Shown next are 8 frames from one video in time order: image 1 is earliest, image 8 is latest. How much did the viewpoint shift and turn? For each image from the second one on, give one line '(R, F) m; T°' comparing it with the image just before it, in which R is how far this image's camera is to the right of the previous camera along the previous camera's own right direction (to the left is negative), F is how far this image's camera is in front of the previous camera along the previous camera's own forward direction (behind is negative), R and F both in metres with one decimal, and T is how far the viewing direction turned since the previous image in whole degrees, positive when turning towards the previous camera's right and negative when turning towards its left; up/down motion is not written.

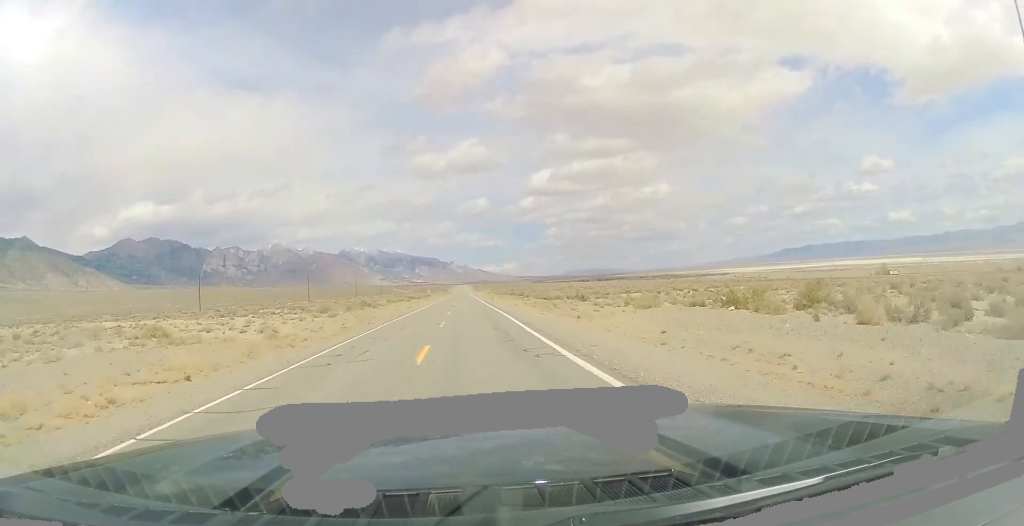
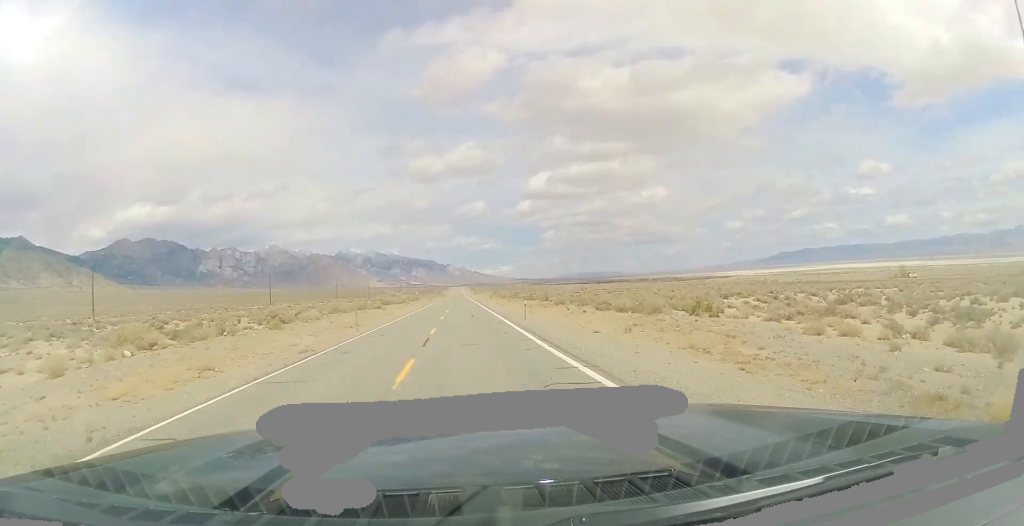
(+0.4, +39.5) m; +1°
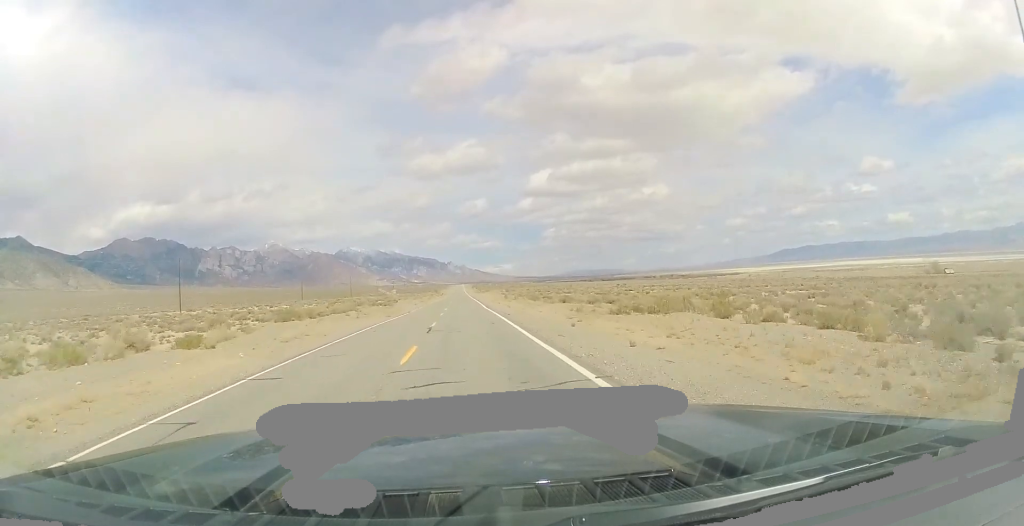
(-0.2, +58.3) m; -1°
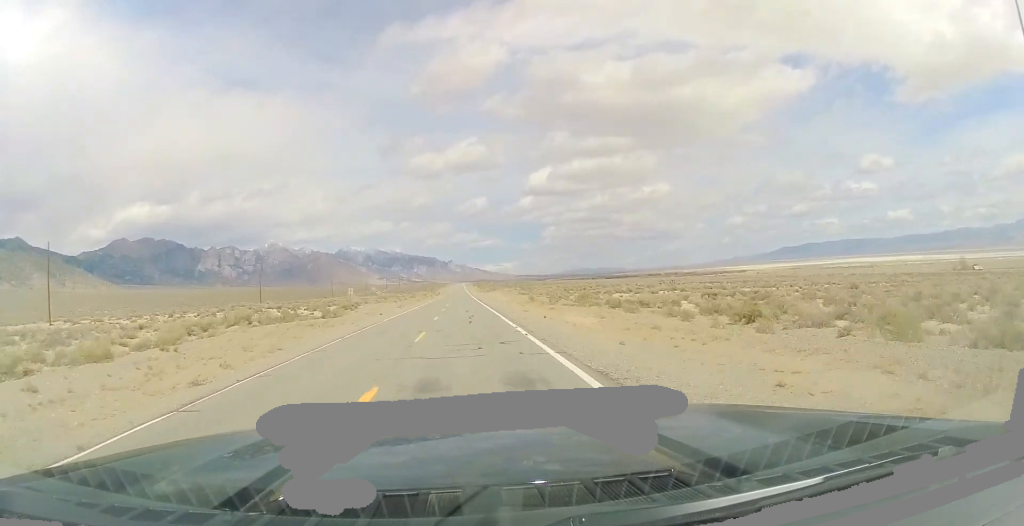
(-0.1, +43.4) m; 0°
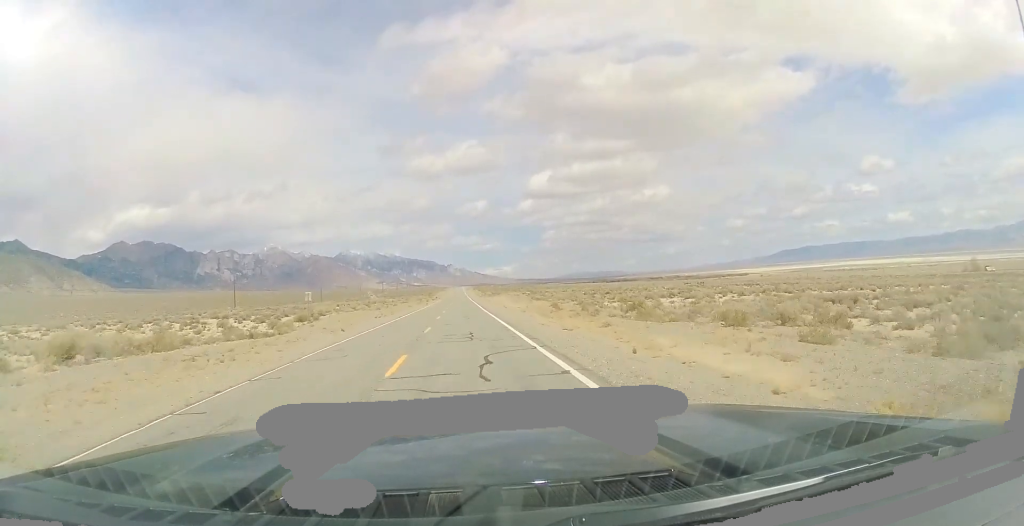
(0.0, +18.8) m; 0°
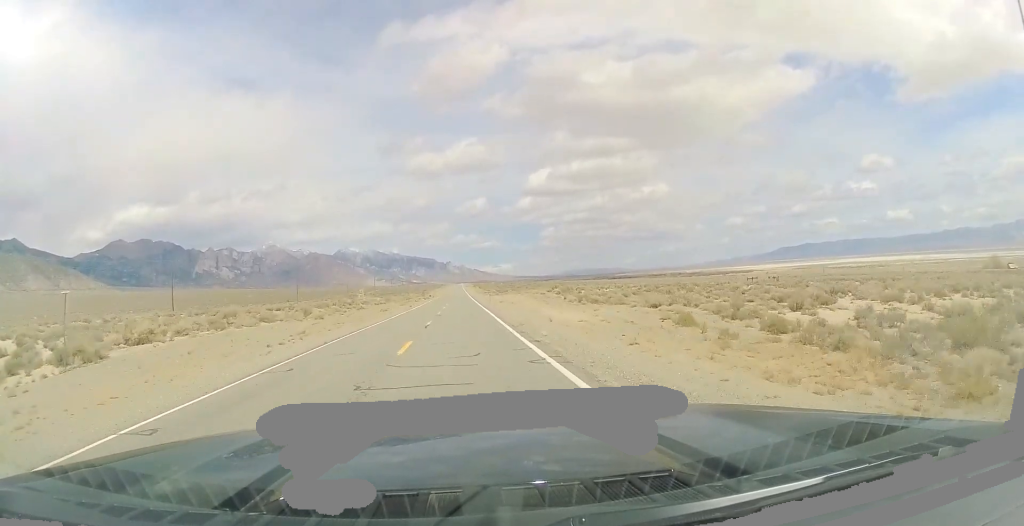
(0.0, +33.0) m; 0°
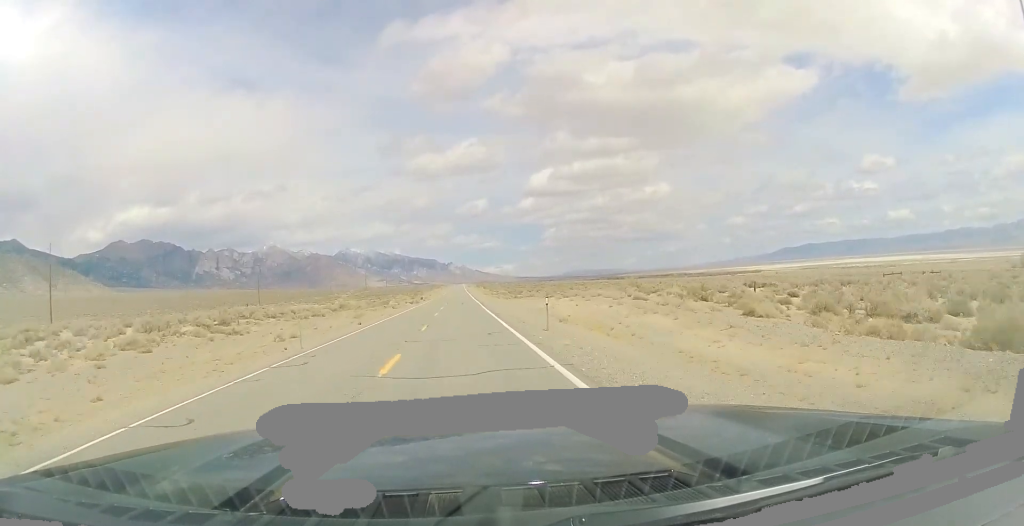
(0.0, +40.2) m; 0°
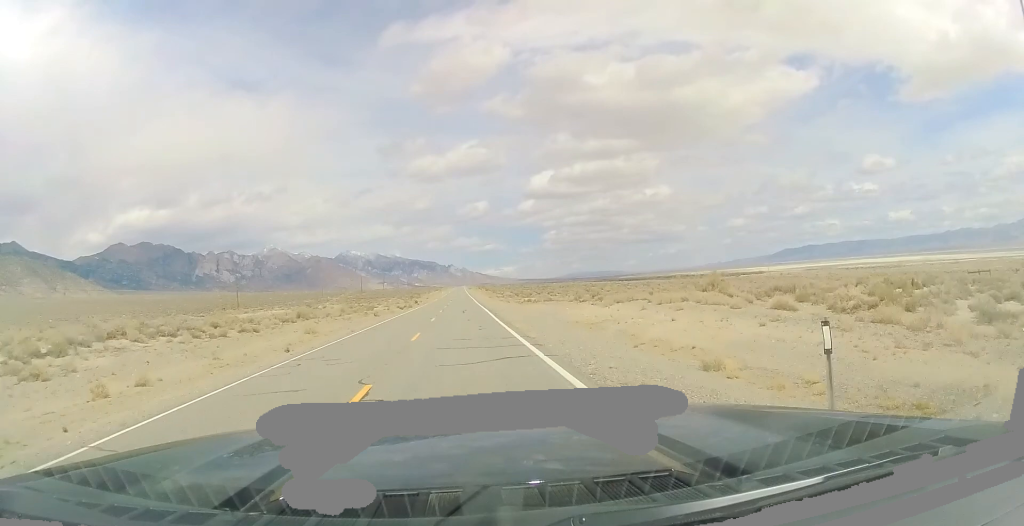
(0.0, +16.5) m; 0°
